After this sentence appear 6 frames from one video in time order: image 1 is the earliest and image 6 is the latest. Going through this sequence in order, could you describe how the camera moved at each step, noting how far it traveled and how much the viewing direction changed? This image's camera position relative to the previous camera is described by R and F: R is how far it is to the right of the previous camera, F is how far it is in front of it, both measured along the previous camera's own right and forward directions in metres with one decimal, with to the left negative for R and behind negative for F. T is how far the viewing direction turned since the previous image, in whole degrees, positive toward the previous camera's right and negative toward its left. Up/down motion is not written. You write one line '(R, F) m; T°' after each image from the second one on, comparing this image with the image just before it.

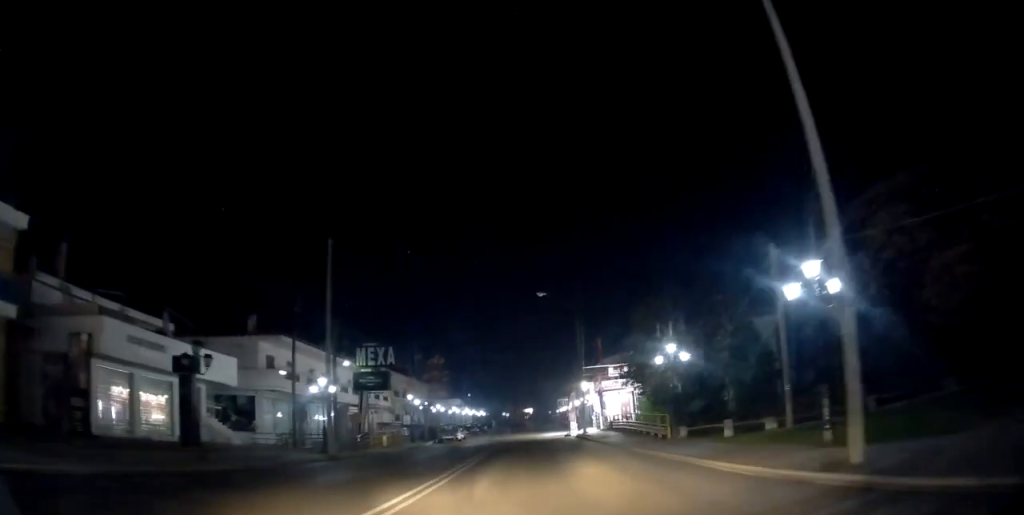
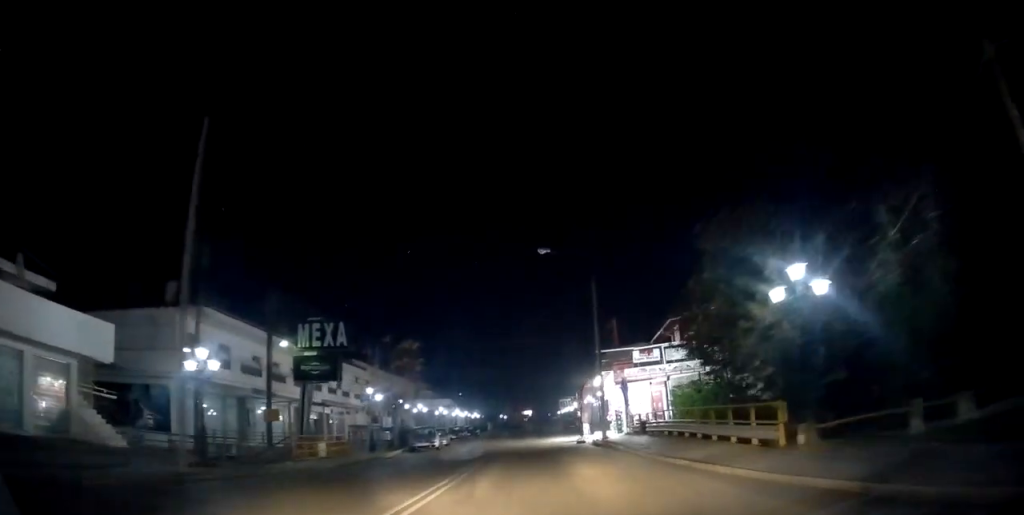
(0.0, +10.6) m; +2°
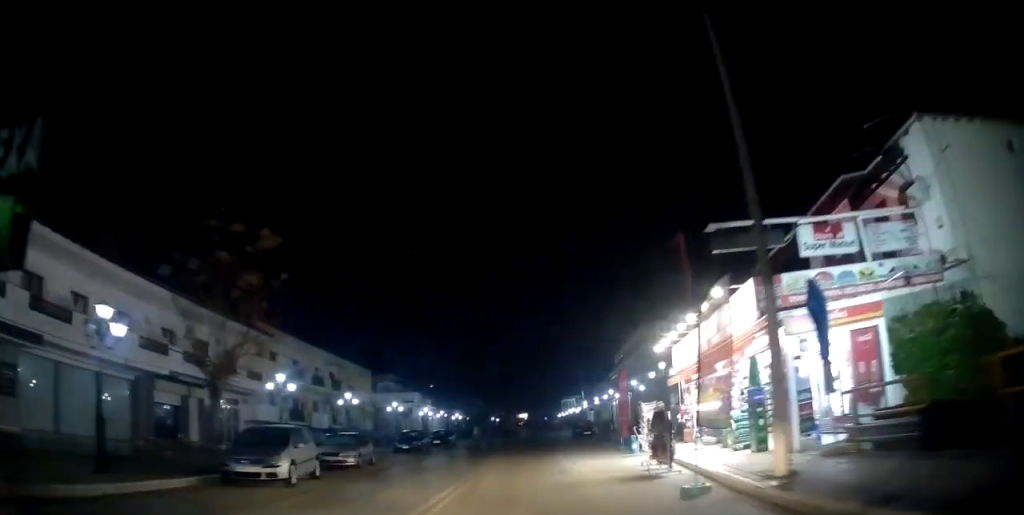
(+0.6, +20.6) m; -1°
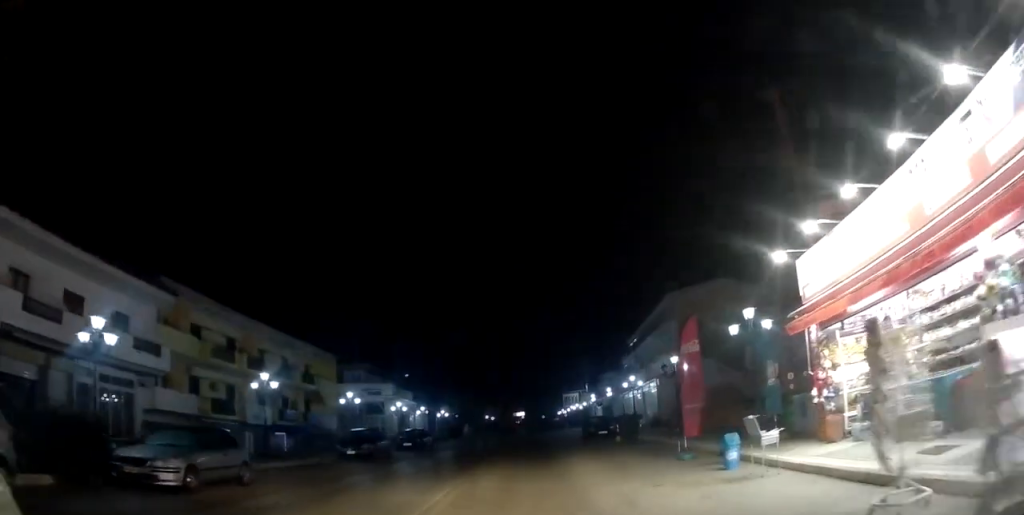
(-0.4, +10.2) m; -1°
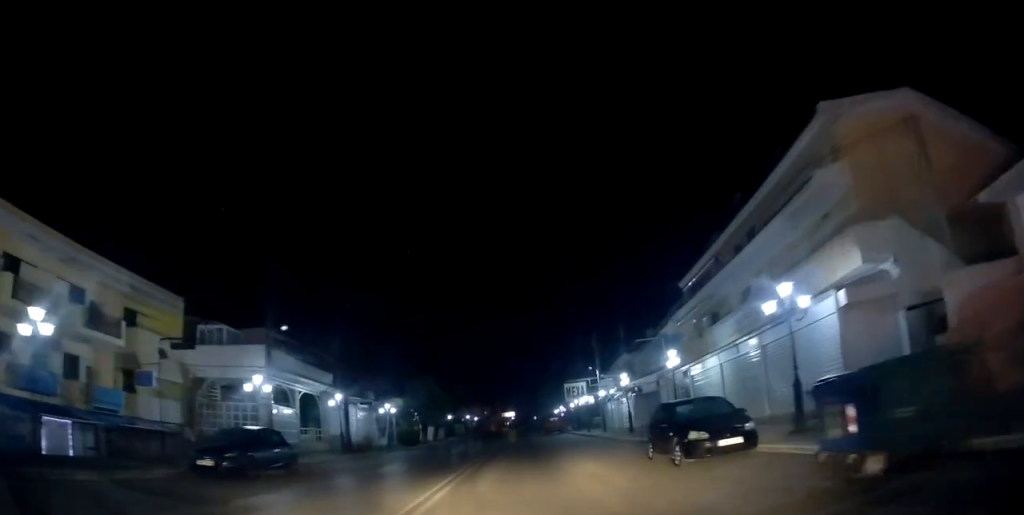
(+0.7, +21.5) m; +3°
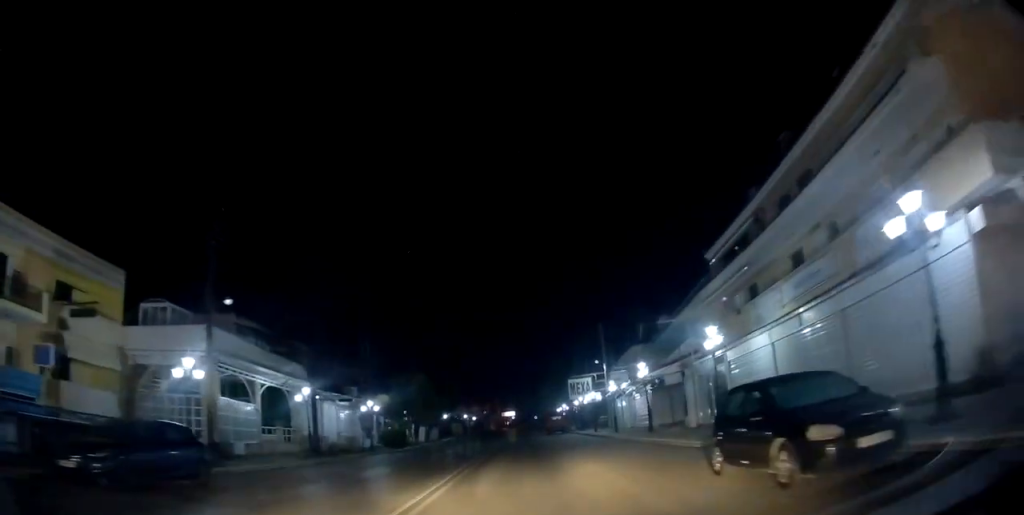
(0.0, +4.4) m; 0°
